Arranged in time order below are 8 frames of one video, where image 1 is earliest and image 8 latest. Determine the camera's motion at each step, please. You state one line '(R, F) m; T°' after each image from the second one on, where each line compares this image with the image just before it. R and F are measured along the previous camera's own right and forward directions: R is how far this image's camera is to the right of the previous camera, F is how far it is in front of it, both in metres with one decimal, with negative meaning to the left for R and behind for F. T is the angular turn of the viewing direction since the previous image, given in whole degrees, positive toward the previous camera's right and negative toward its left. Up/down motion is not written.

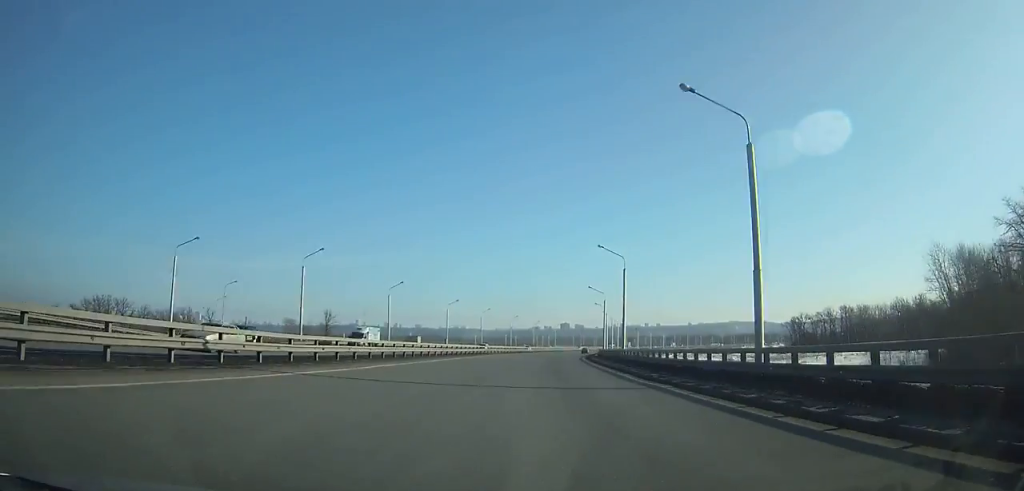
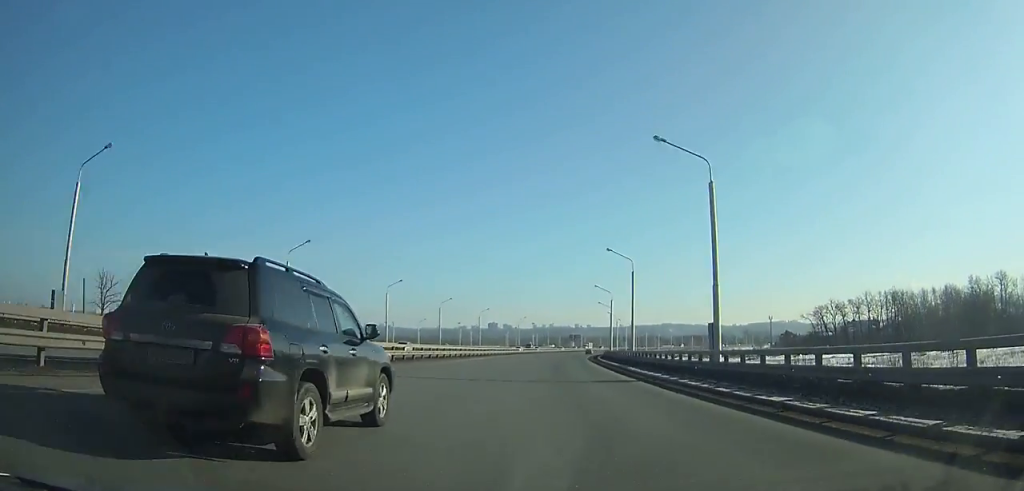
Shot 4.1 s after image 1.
(+6.1, +102.7) m; +7°
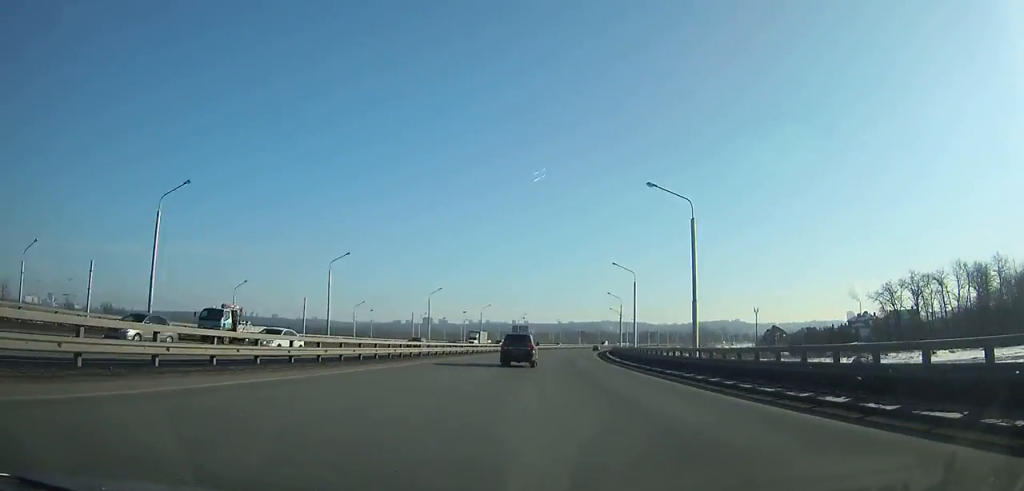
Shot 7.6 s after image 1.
(+5.7, +87.4) m; +7°
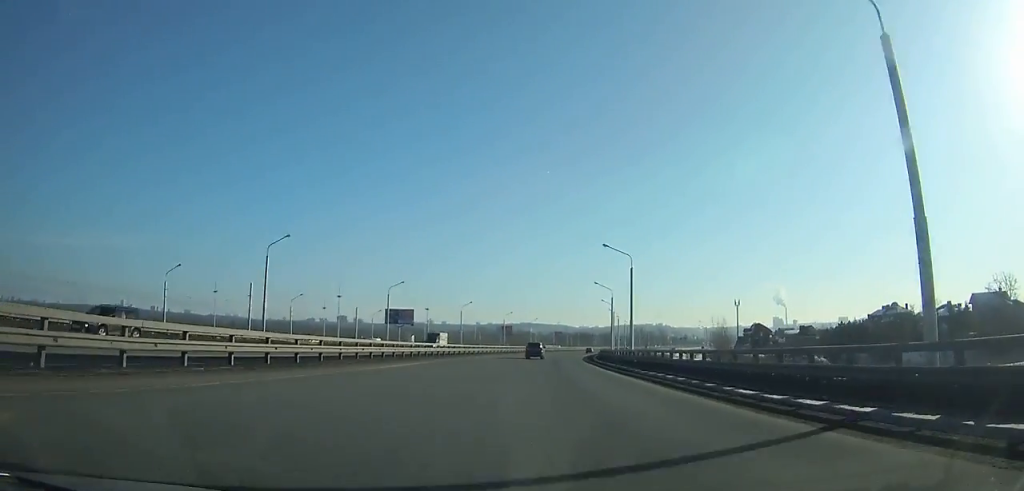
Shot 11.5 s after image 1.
(+6.6, +97.4) m; +7°
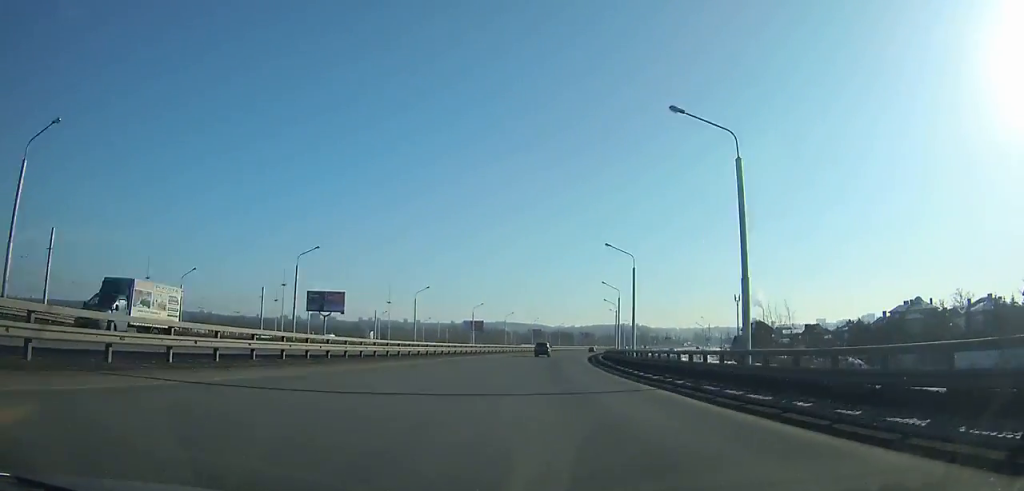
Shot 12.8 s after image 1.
(+0.3, +32.6) m; +2°
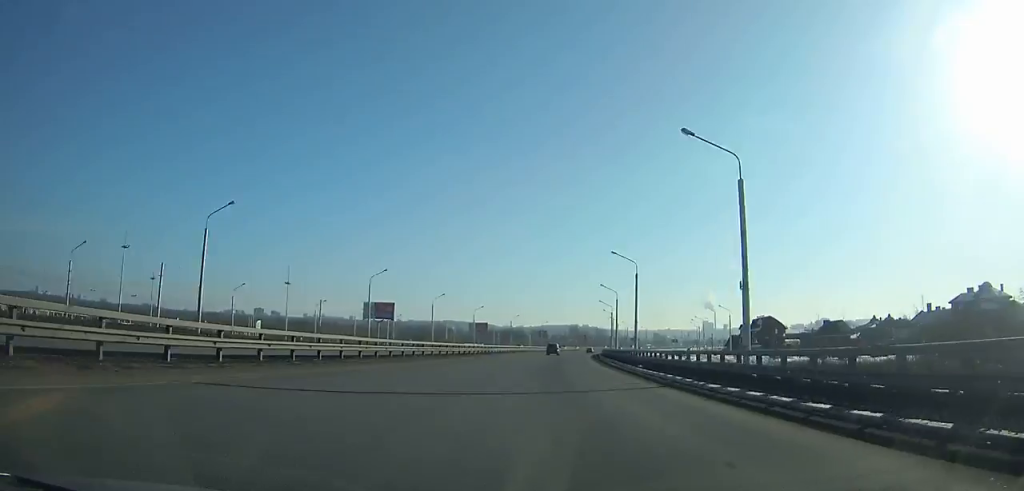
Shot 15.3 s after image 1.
(+1.9, +62.8) m; +5°
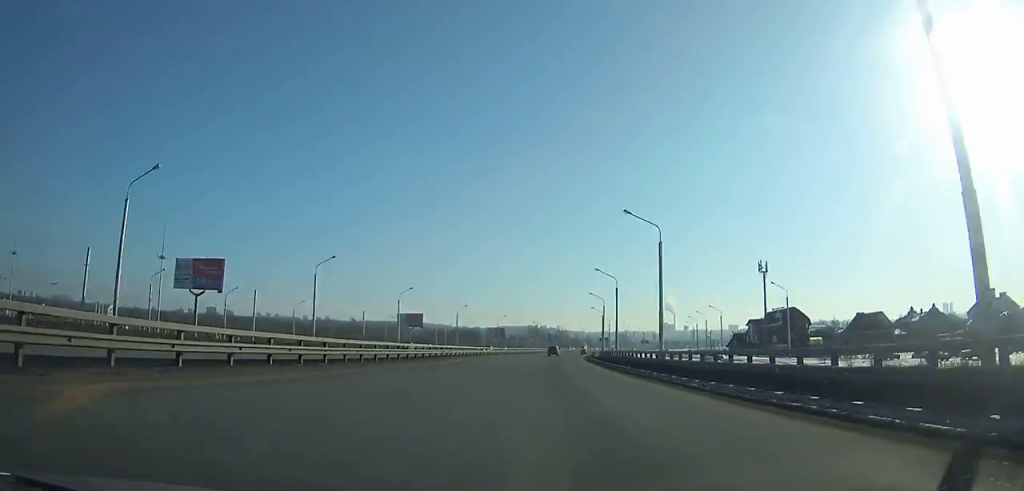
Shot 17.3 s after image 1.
(+2.5, +50.4) m; +4°
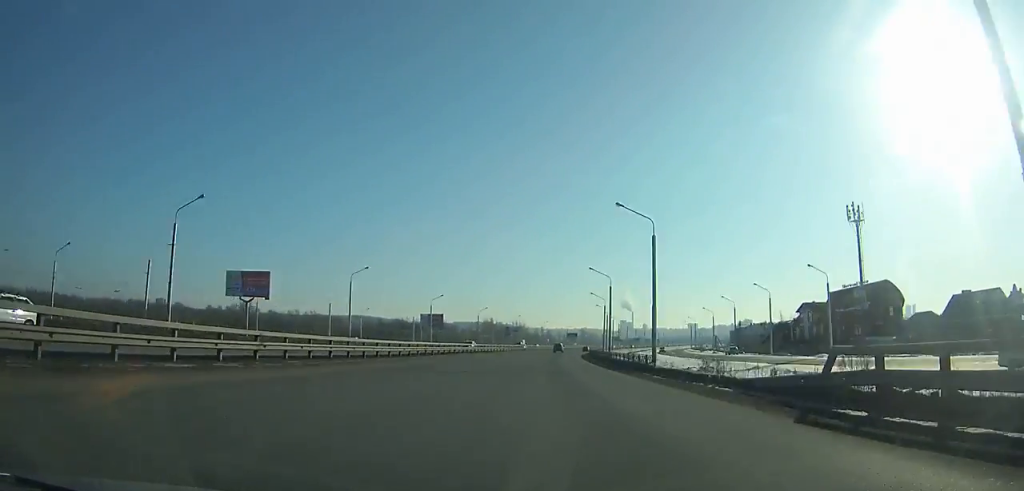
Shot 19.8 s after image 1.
(+2.7, +62.8) m; +5°
